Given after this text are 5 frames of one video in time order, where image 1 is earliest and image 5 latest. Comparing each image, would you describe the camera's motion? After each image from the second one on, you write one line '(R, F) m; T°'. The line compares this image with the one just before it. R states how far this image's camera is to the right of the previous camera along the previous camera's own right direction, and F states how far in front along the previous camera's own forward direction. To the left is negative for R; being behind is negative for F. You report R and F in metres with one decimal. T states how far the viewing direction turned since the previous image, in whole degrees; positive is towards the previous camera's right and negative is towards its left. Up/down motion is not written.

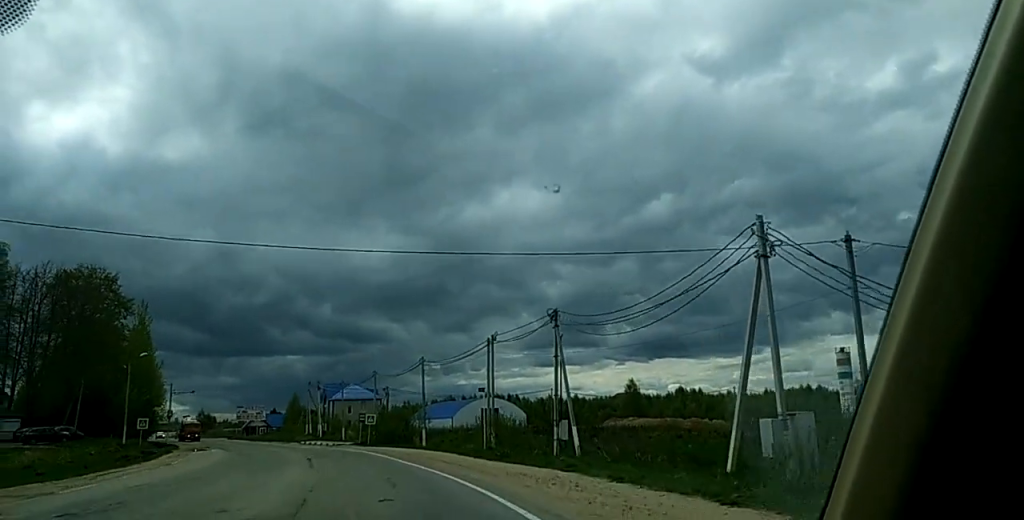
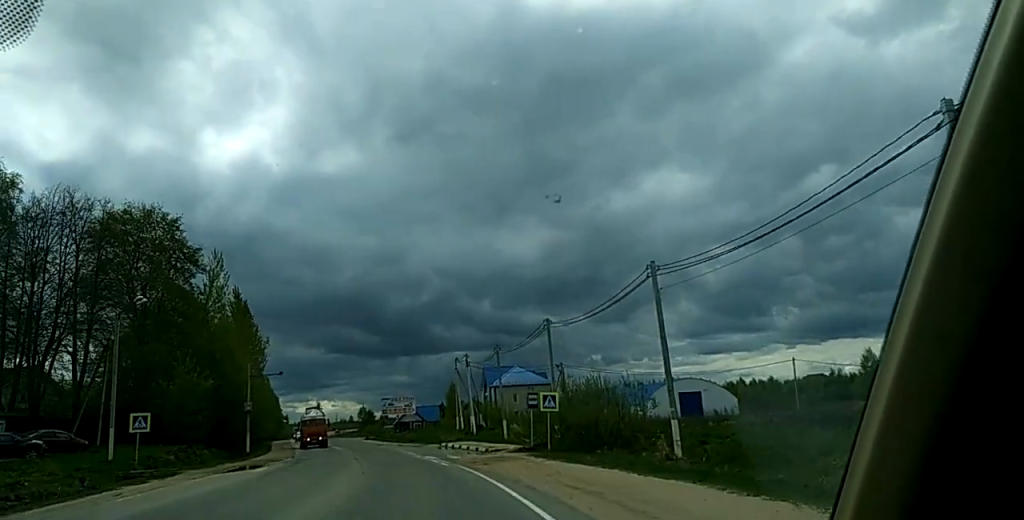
(-4.1, +38.0) m; -11°
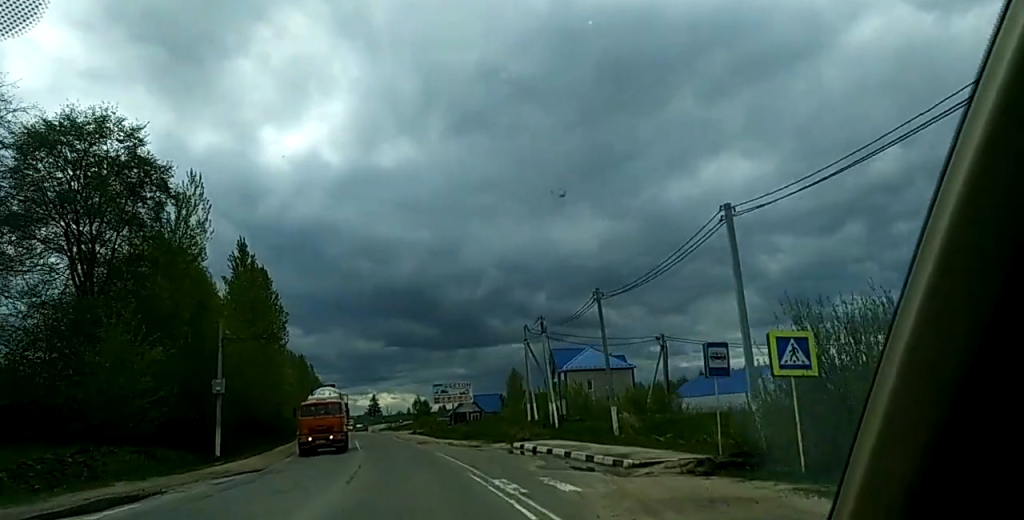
(-1.0, +23.9) m; -5°
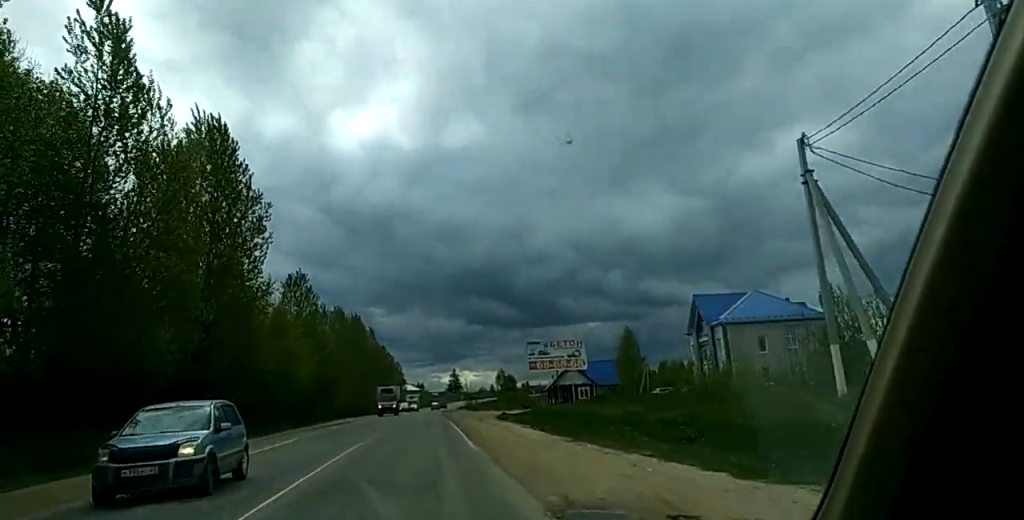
(-2.1, +43.1) m; -5°
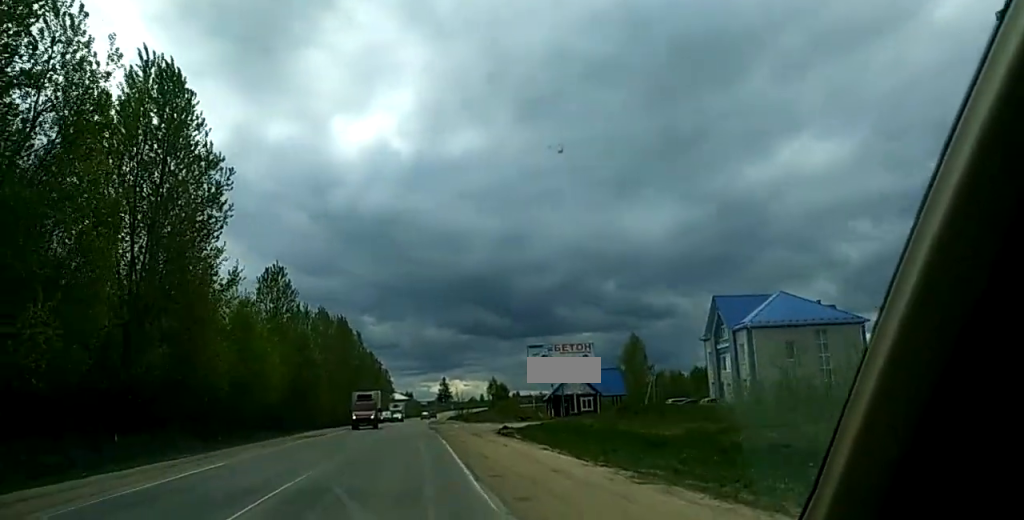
(0.0, +9.1) m; -1°
